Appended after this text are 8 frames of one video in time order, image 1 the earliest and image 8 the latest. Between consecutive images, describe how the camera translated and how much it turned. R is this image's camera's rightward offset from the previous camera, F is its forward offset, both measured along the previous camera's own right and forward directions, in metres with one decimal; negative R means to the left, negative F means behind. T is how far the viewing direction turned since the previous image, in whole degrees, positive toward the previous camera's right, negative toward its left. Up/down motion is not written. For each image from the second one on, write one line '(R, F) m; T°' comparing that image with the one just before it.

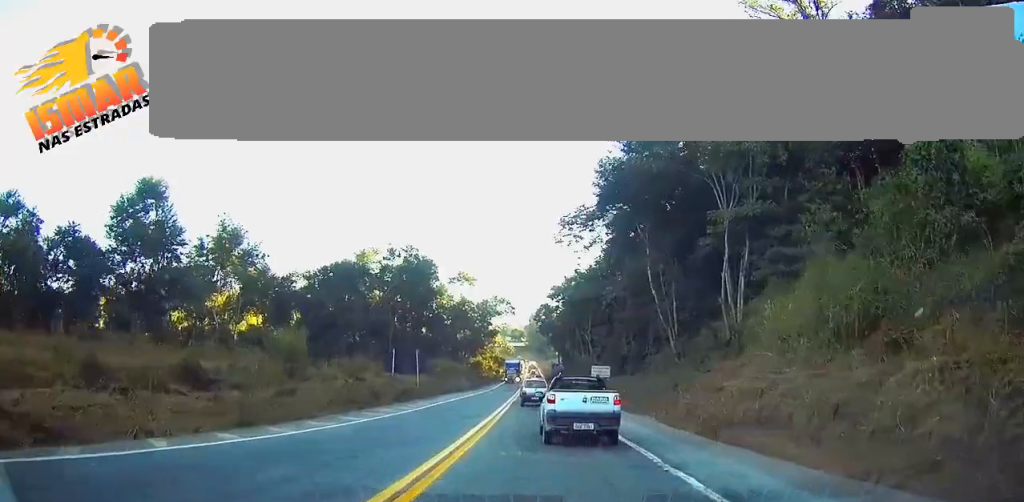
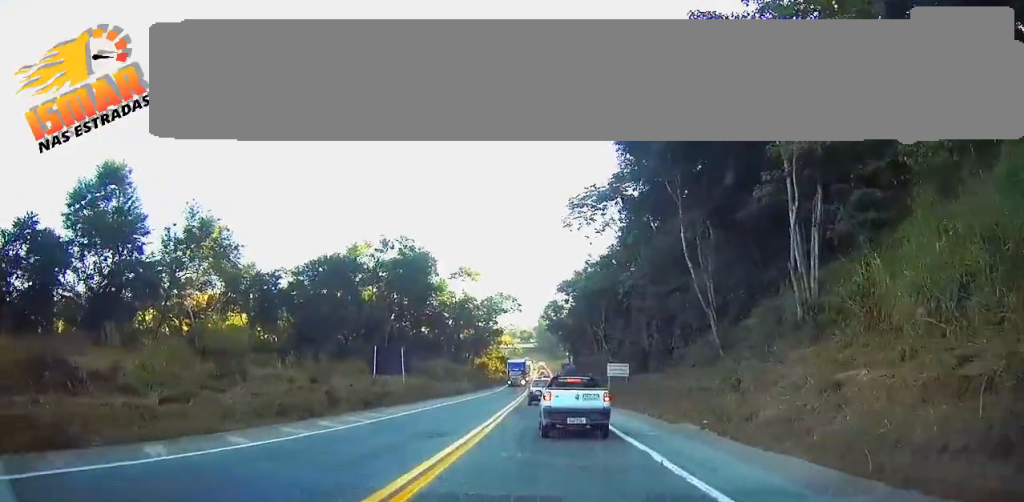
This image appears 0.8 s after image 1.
(0.0, +9.0) m; 0°
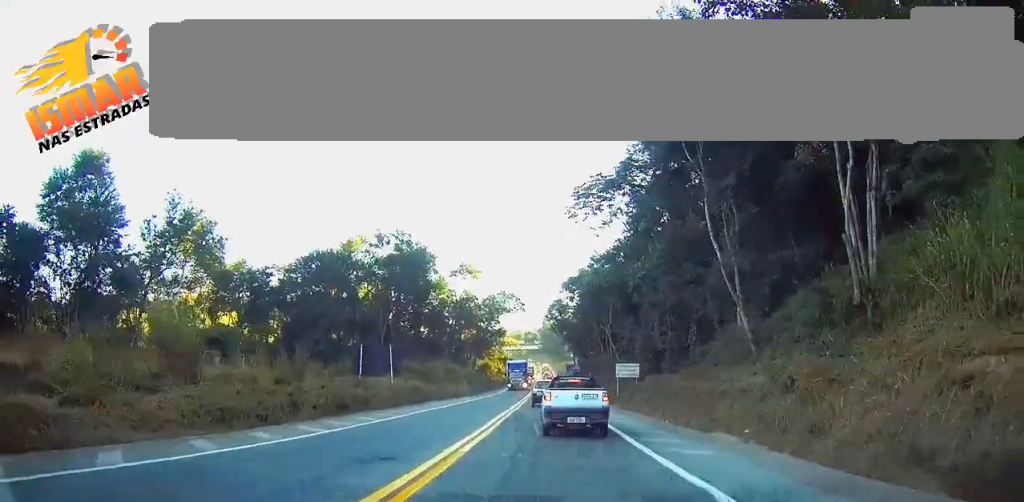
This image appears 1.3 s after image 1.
(0.0, +4.7) m; 0°
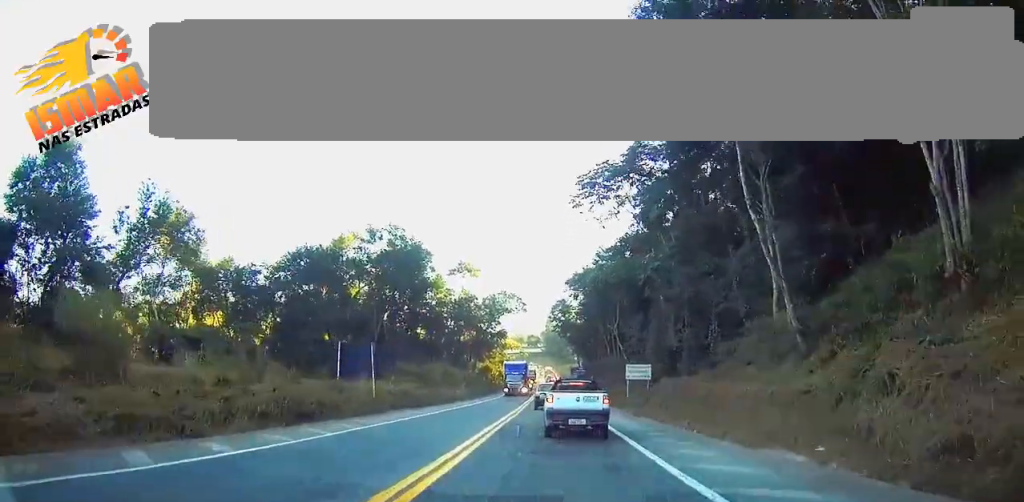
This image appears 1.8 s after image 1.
(0.0, +5.3) m; -1°
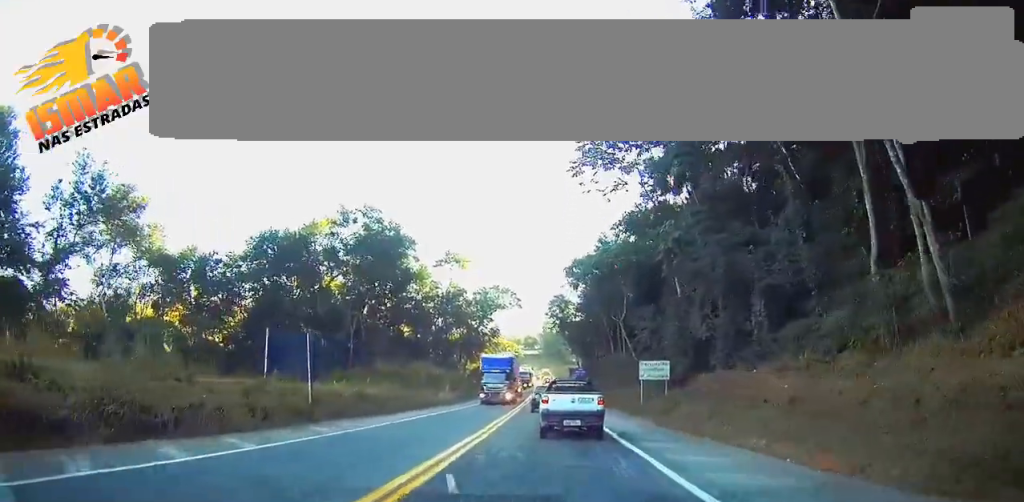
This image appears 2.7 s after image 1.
(-0.1, +9.9) m; -1°
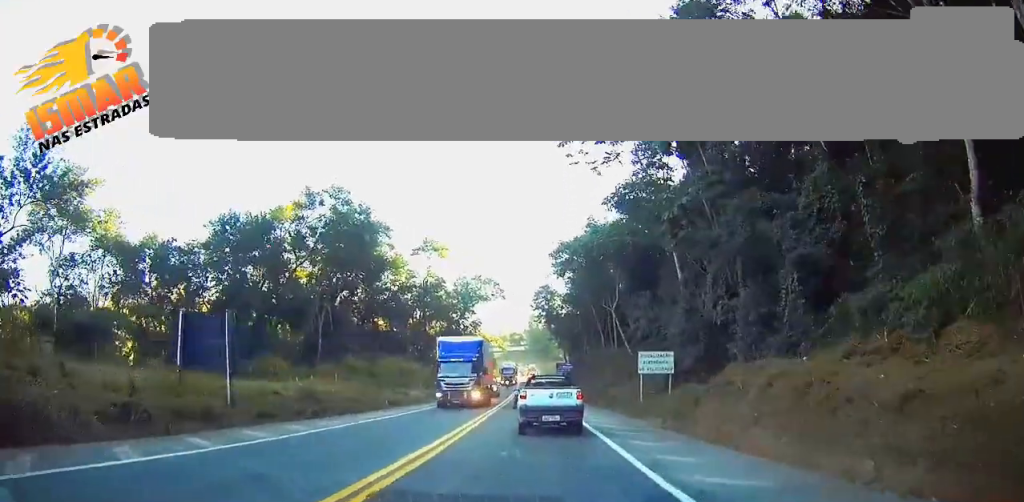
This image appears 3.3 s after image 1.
(-0.1, +6.4) m; 0°
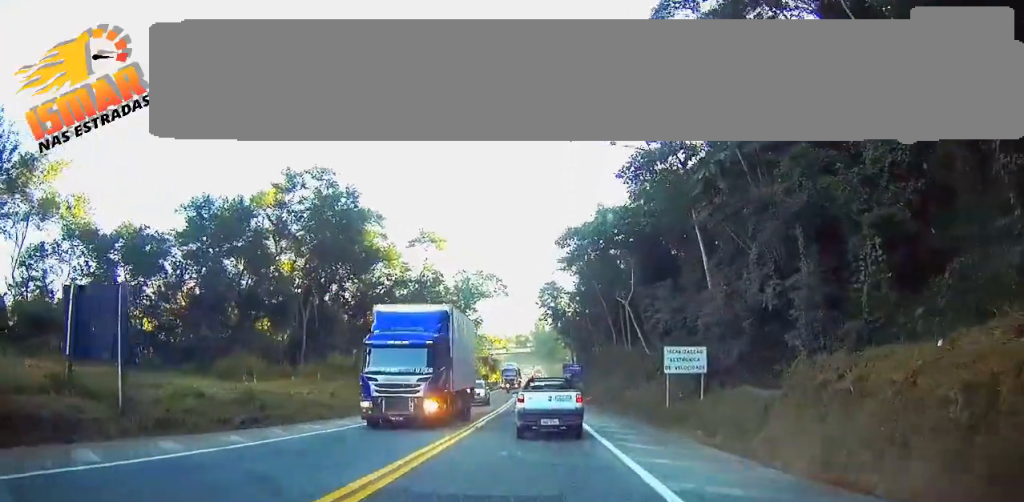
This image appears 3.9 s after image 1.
(0.0, +6.8) m; 0°
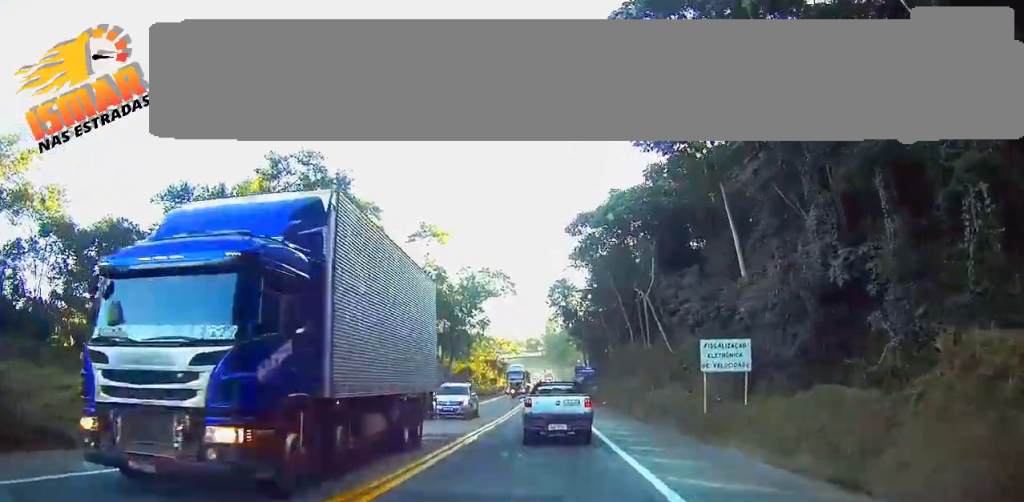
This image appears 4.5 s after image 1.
(0.0, +5.7) m; 0°
